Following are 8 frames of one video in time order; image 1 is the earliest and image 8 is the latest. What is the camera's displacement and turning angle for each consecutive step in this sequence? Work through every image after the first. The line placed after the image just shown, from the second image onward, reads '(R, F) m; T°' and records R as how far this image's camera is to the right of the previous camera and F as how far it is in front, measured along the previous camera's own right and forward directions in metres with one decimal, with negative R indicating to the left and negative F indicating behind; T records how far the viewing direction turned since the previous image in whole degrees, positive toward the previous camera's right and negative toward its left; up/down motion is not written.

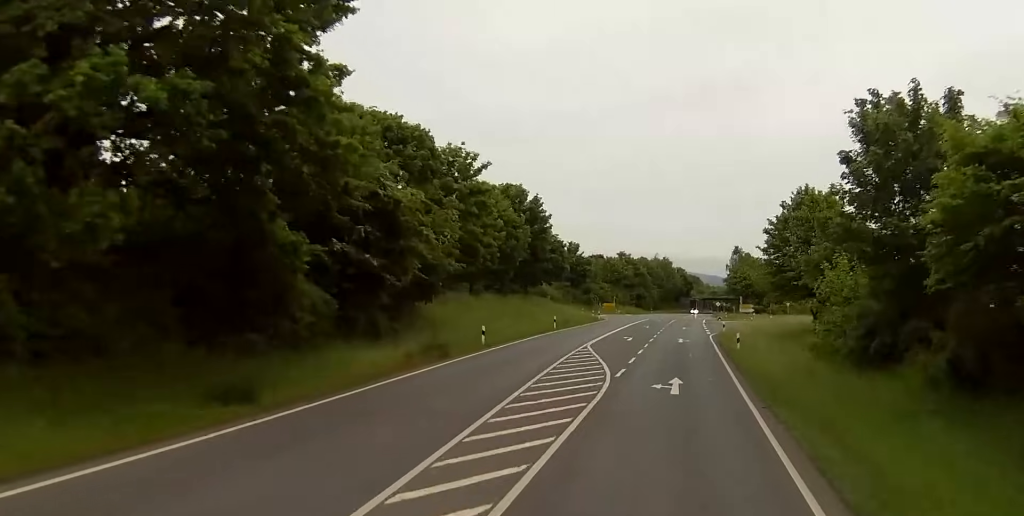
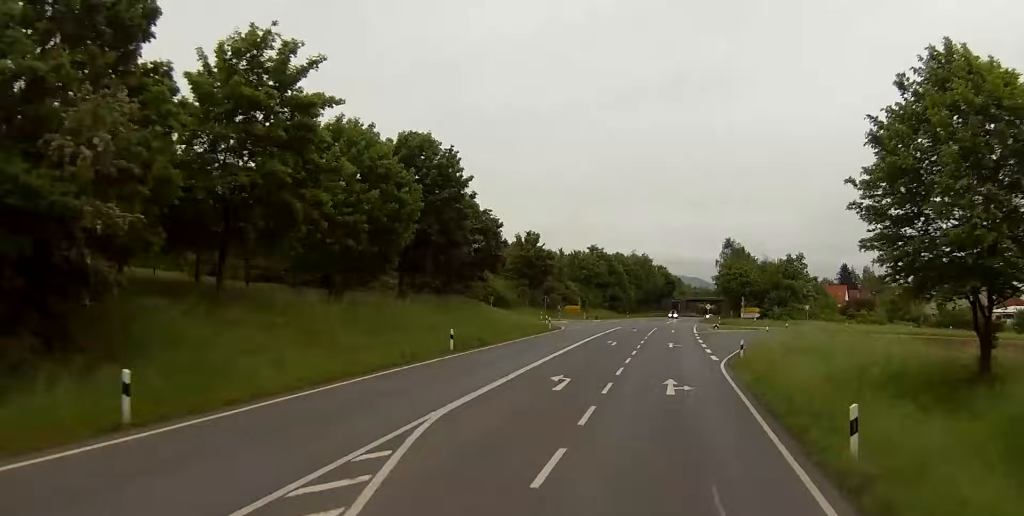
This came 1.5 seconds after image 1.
(+0.5, +28.2) m; +1°
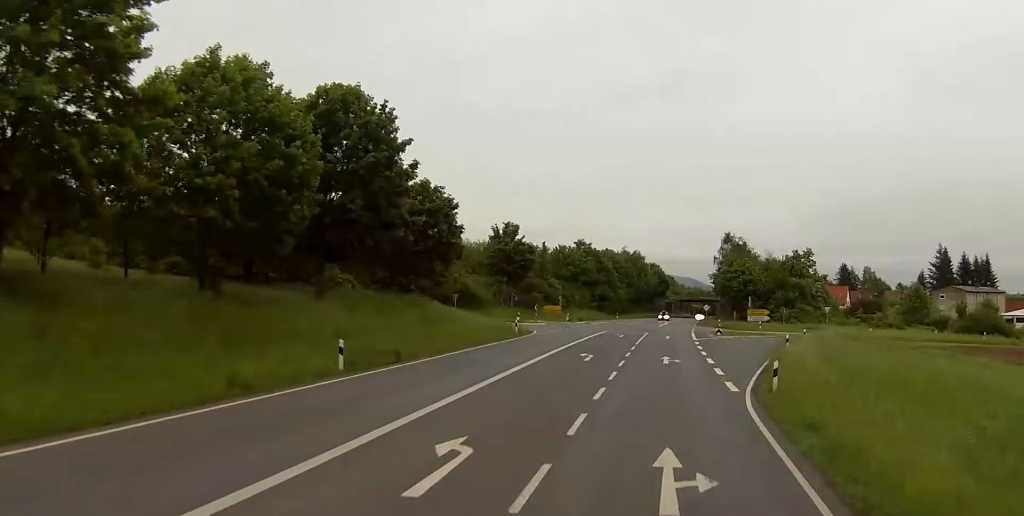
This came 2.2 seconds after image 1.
(0.0, +13.4) m; 0°
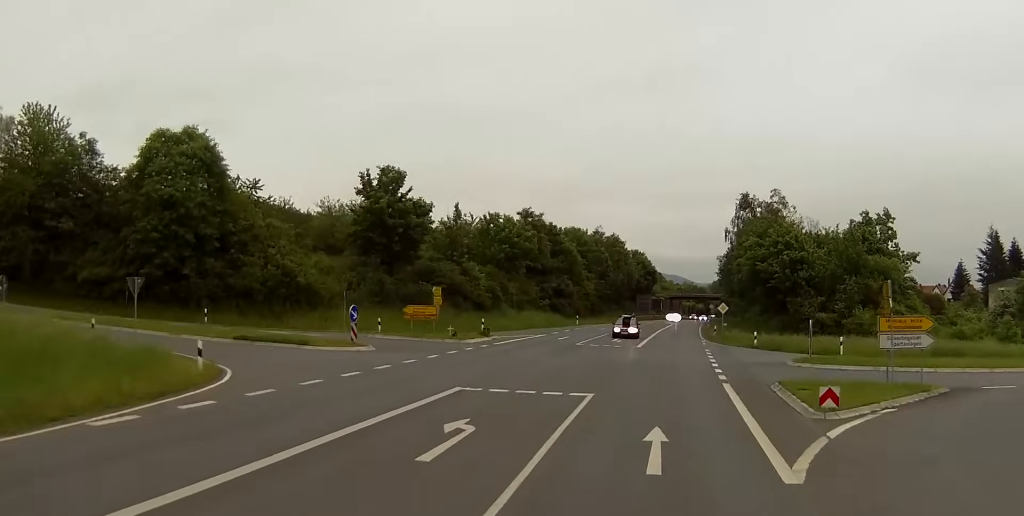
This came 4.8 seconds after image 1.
(+1.6, +49.1) m; +3°
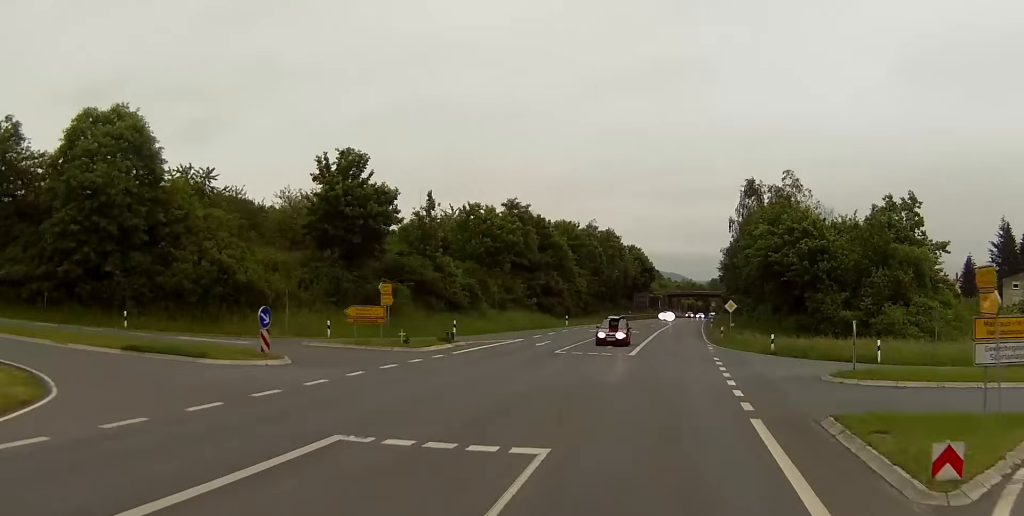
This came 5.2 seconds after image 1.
(0.0, +8.8) m; 0°
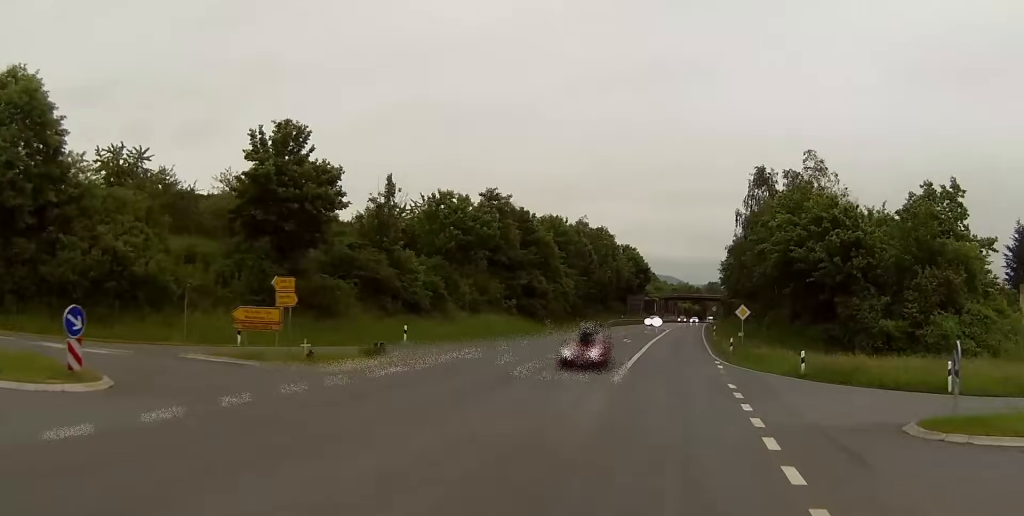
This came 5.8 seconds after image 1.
(0.0, +10.7) m; 0°
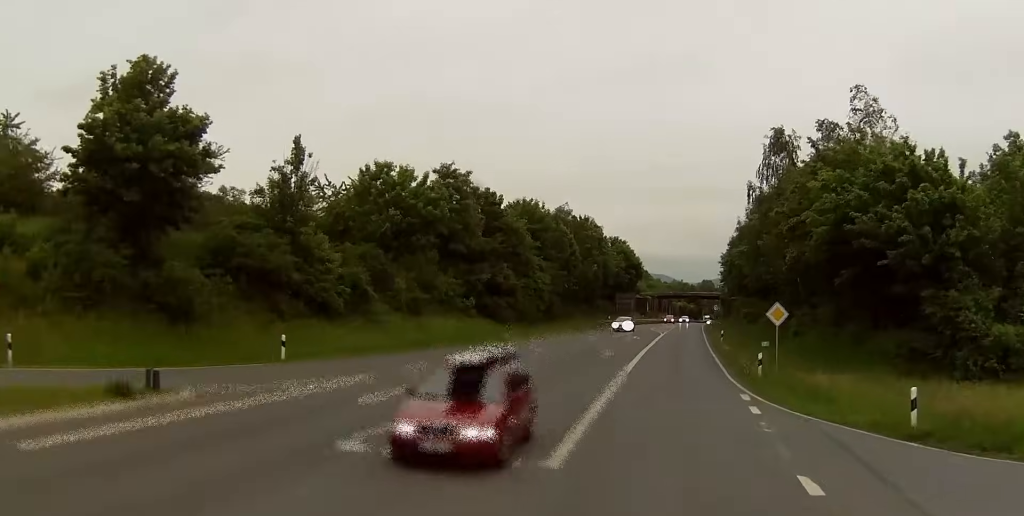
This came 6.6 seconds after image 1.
(0.0, +15.7) m; 0°
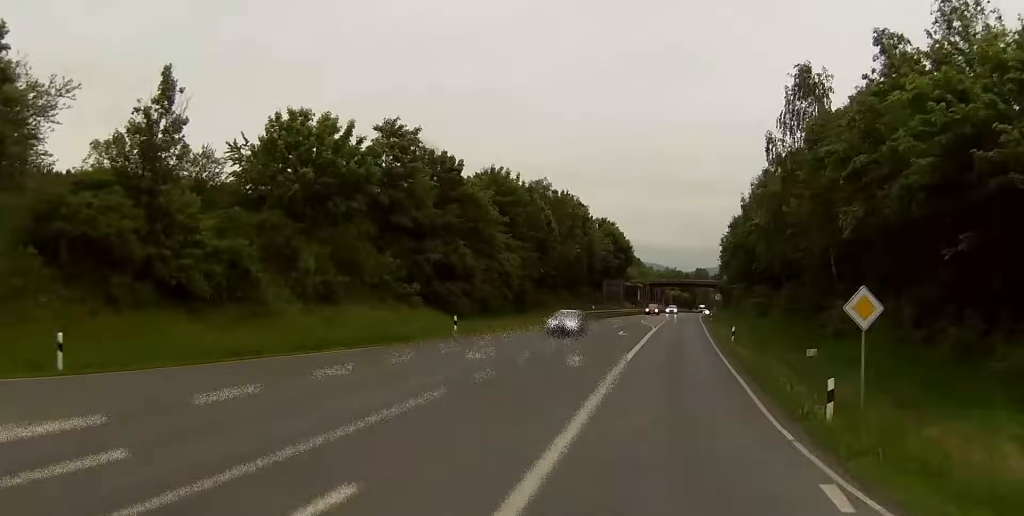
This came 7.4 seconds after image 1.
(0.0, +13.8) m; 0°
